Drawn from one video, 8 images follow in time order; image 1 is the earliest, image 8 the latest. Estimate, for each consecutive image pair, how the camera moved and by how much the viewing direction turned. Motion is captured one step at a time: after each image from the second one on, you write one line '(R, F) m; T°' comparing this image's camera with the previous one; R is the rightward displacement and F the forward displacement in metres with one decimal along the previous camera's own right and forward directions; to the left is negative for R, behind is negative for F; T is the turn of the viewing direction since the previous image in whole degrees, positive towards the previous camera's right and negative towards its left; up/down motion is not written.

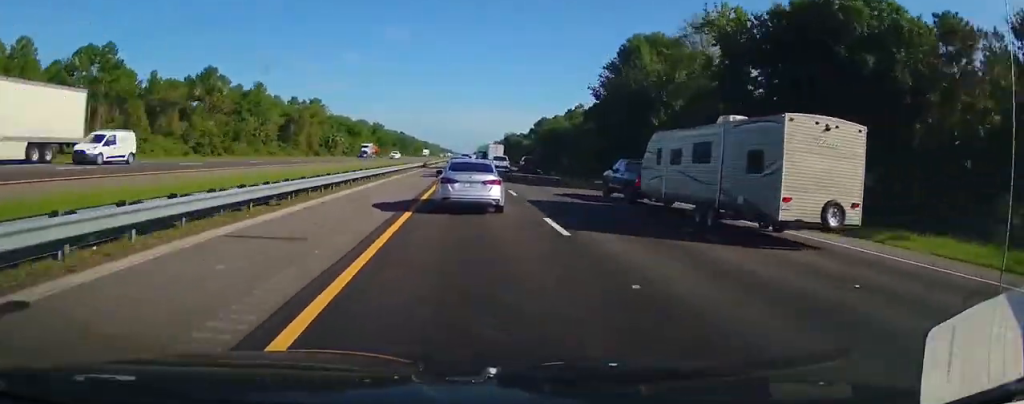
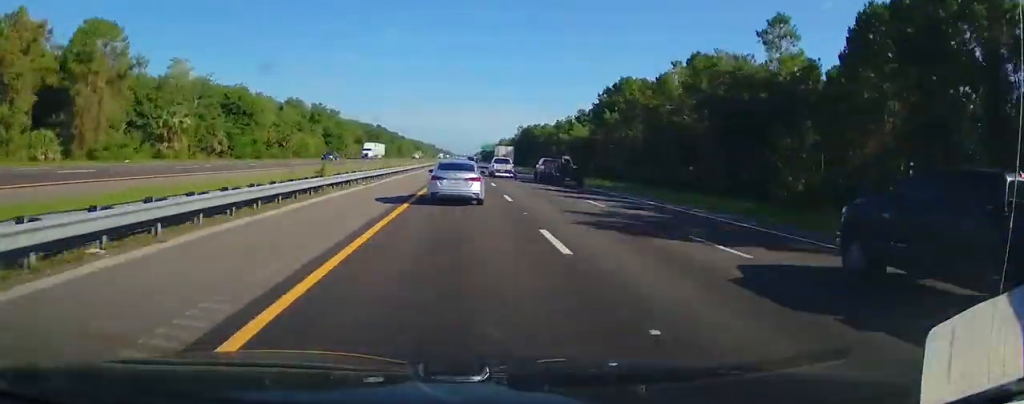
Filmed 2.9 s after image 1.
(0.0, +101.8) m; 0°
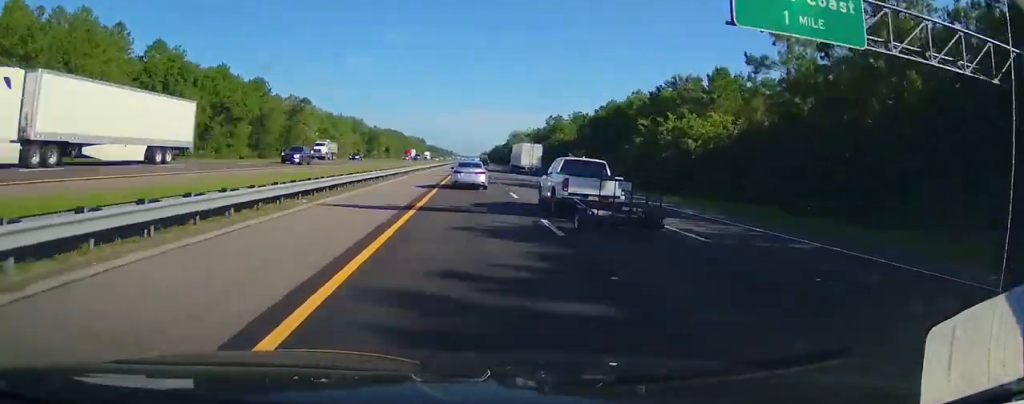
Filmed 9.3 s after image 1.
(0.0, +224.6) m; 0°
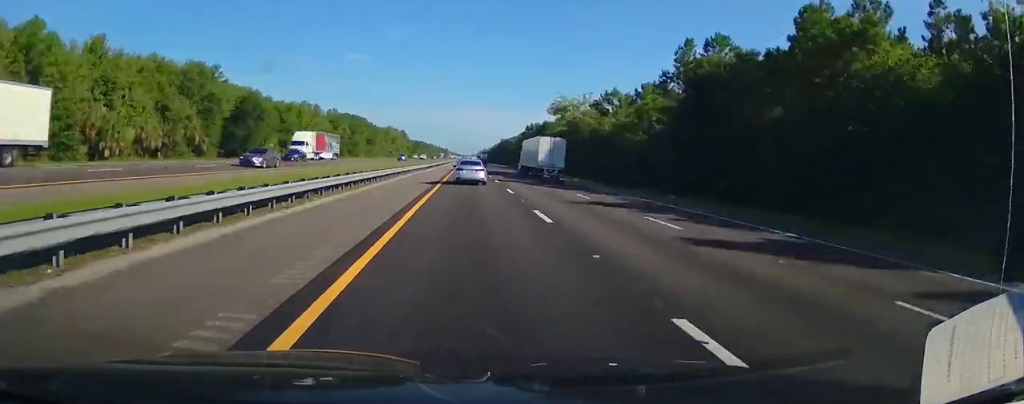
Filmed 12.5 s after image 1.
(+0.2, +114.1) m; 0°
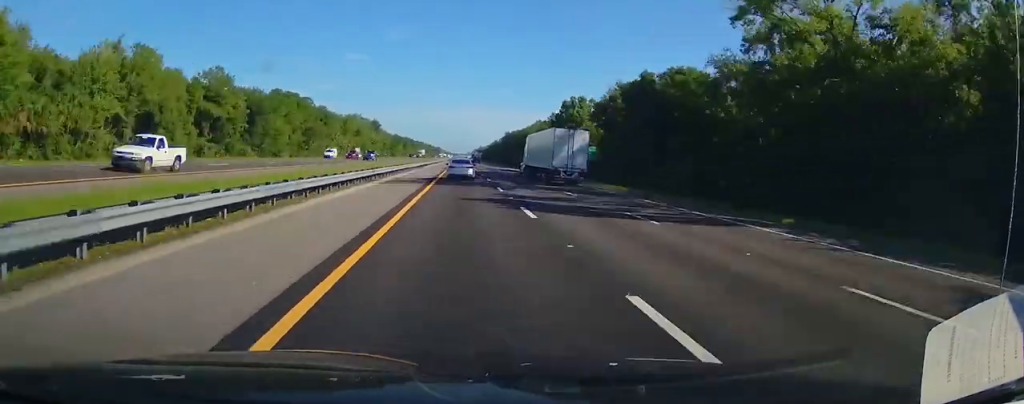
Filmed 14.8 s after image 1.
(+1.0, +81.4) m; 0°
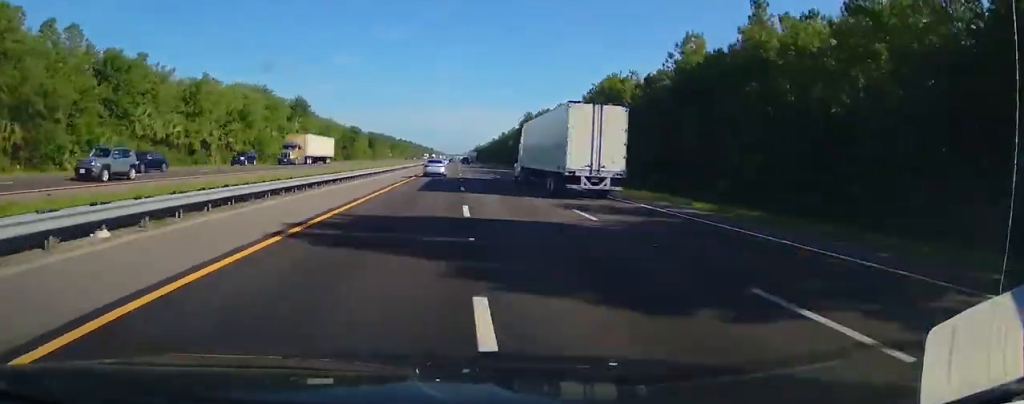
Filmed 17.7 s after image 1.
(-0.5, +105.8) m; 0°
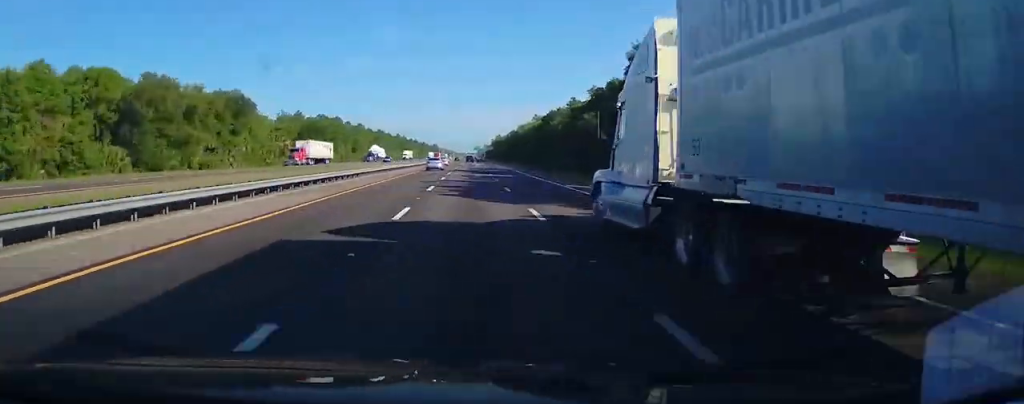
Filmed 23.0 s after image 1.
(-0.7, +188.5) m; 0°
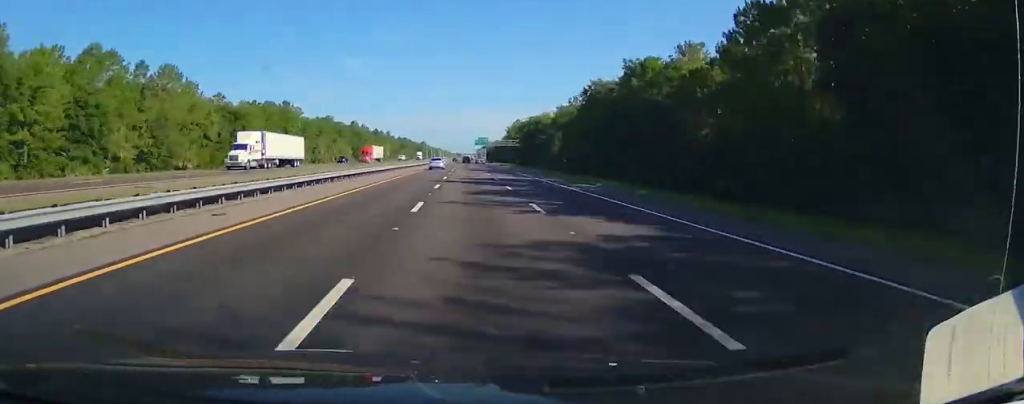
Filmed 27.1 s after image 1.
(0.0, +150.2) m; 0°
